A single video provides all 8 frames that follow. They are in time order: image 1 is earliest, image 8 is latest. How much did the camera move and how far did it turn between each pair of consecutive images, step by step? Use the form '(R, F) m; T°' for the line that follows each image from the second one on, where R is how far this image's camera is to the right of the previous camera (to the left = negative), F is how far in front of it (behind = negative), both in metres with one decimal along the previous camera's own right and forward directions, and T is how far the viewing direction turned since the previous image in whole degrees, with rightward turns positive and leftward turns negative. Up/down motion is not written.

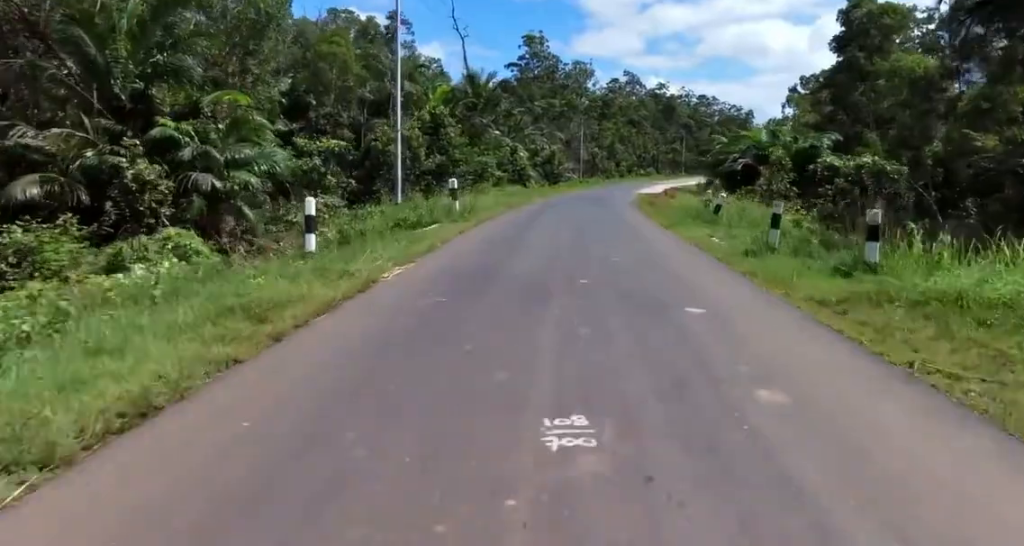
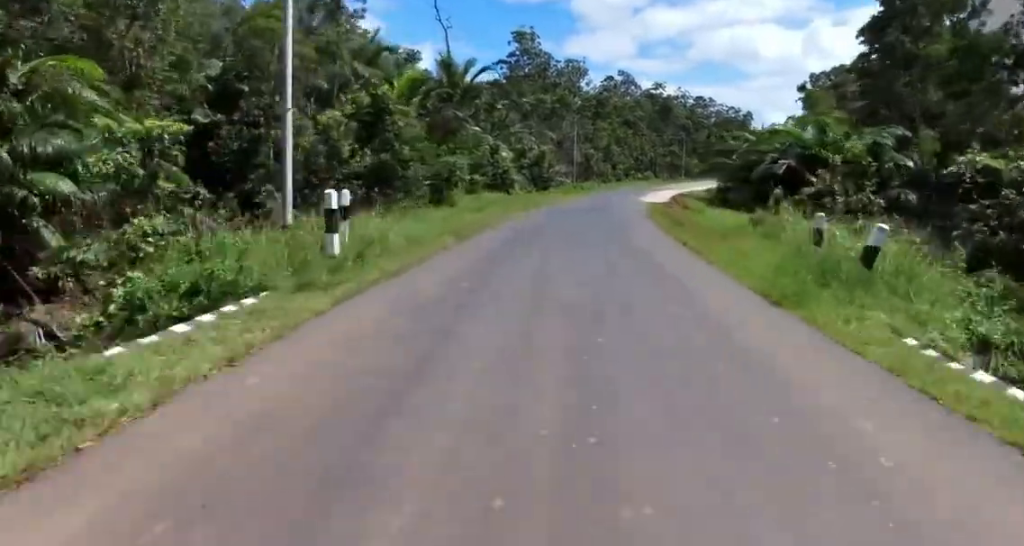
(0.0, +8.5) m; 0°
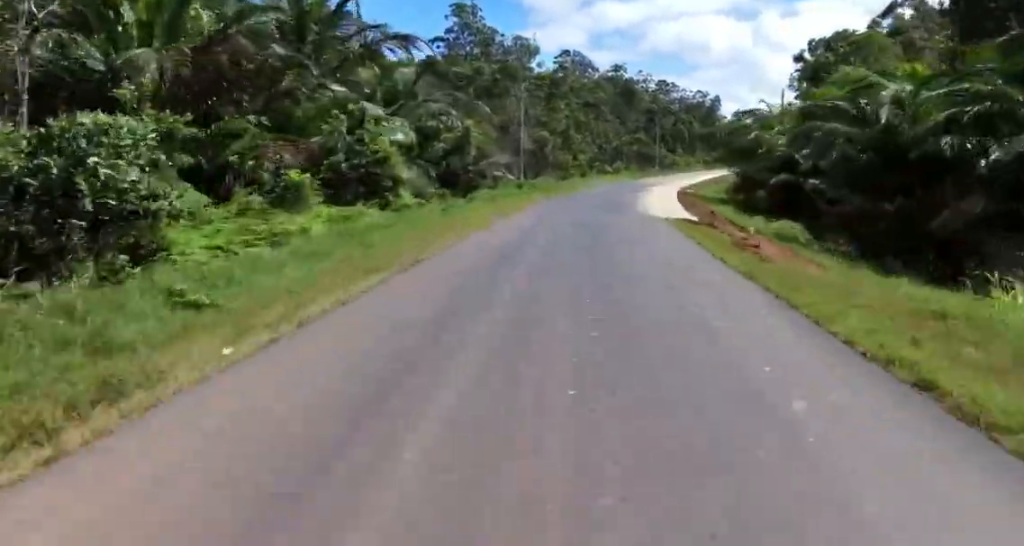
(0.0, +22.6) m; +1°
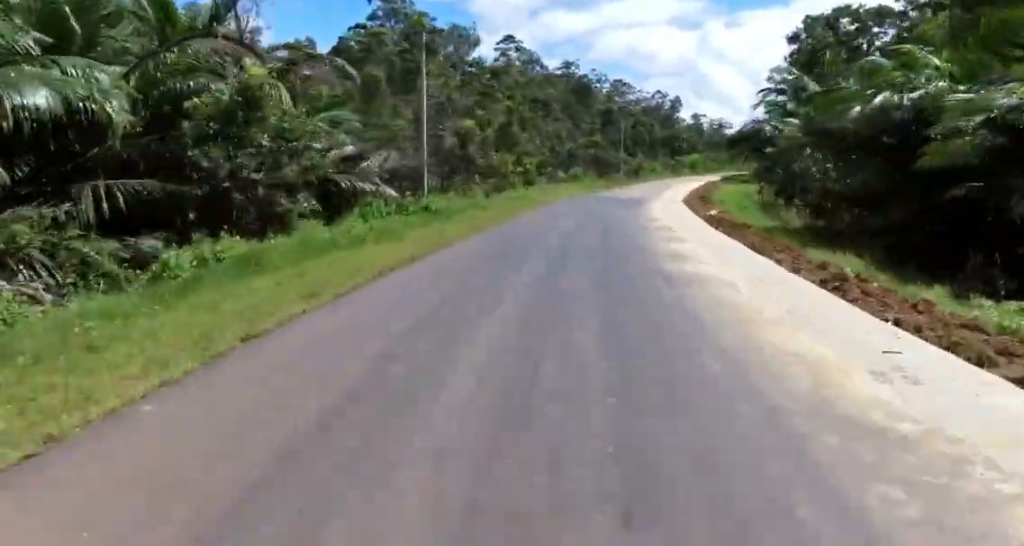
(+0.6, +19.8) m; +7°
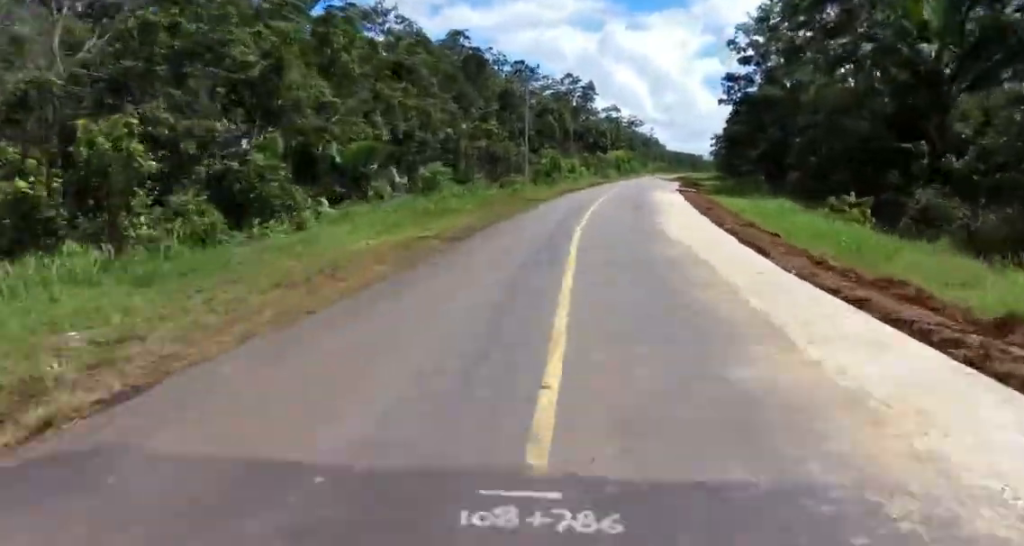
(+5.0, +33.7) m; +12°
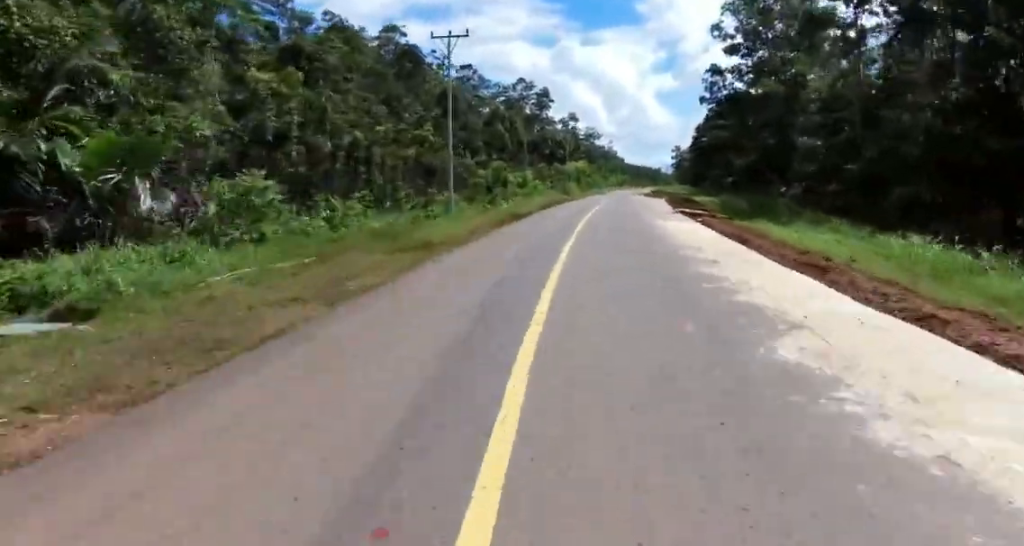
(0.0, +16.0) m; +3°
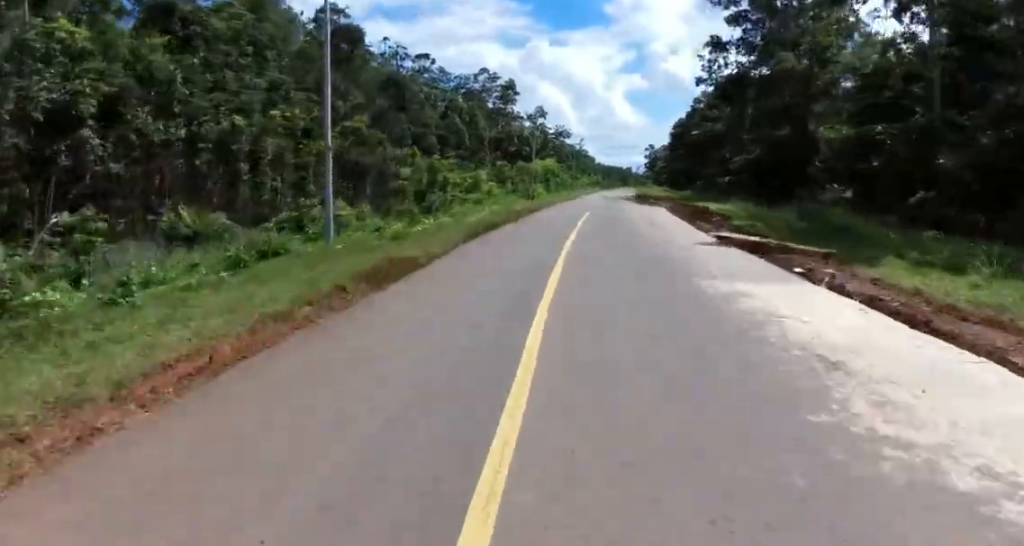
(+0.5, +14.4) m; +3°
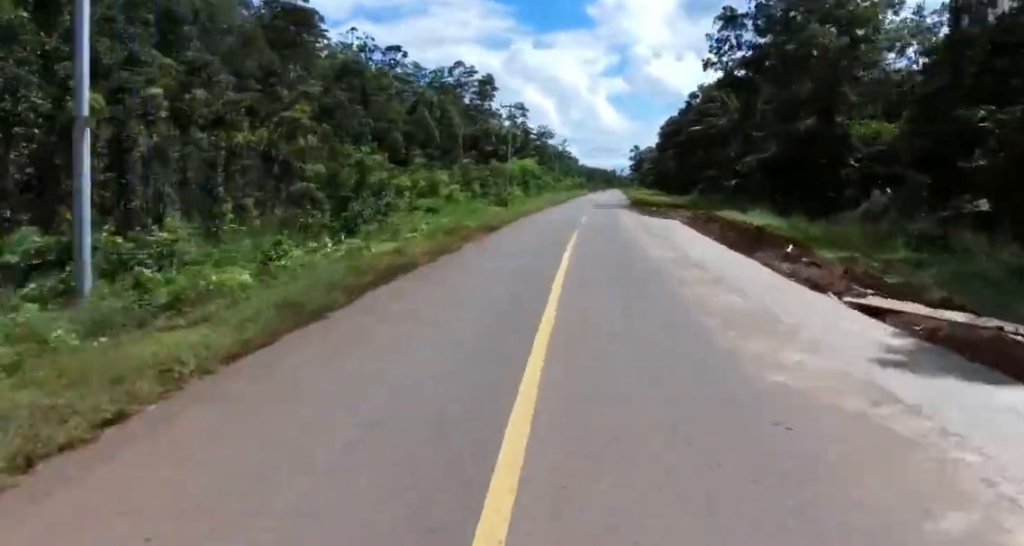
(+0.1, +9.7) m; +2°
